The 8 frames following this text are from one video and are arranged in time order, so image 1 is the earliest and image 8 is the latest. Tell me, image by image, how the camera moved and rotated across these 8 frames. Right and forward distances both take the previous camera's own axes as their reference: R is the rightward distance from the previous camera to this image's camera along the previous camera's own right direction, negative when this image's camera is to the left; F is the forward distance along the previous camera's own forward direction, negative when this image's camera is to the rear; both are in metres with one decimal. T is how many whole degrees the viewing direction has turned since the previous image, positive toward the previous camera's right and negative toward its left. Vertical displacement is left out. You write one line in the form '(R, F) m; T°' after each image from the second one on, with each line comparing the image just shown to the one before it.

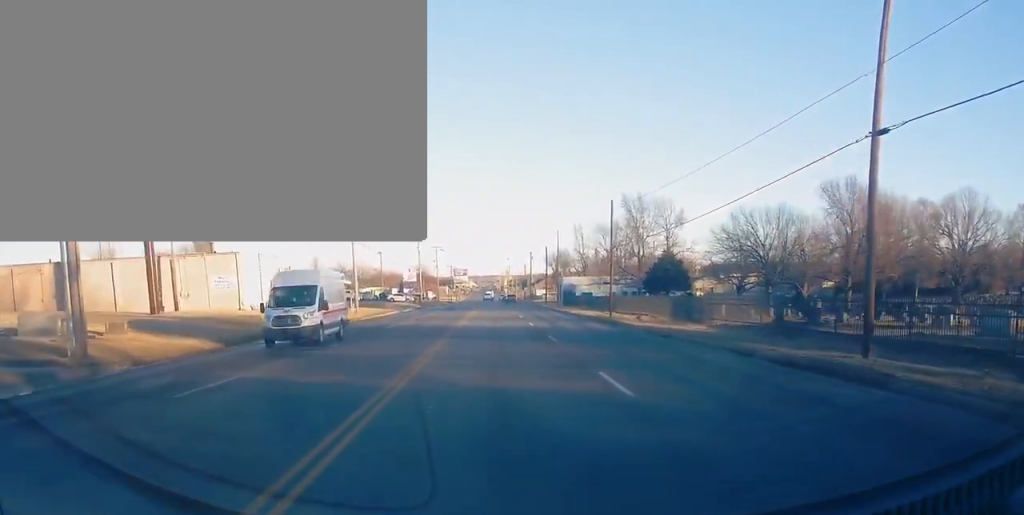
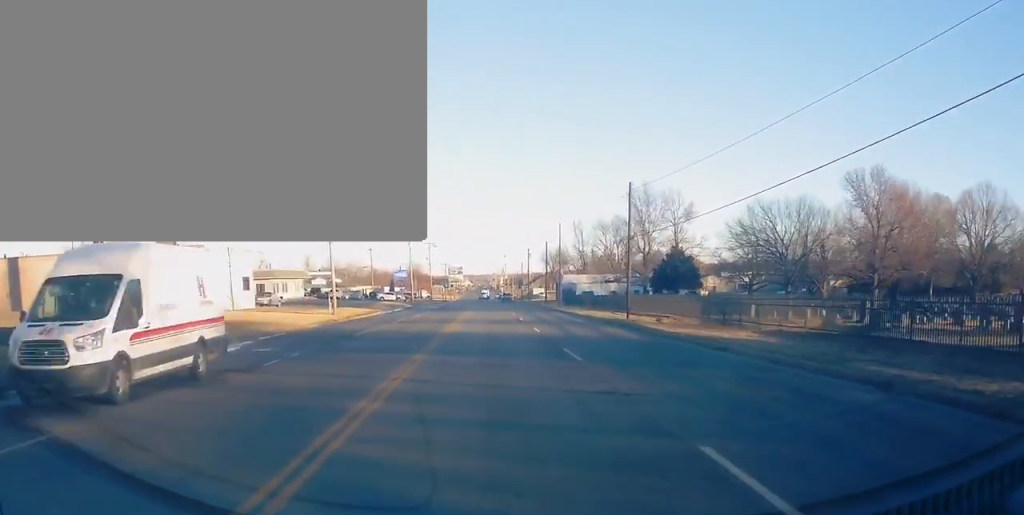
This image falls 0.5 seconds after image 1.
(0.0, +7.6) m; 0°
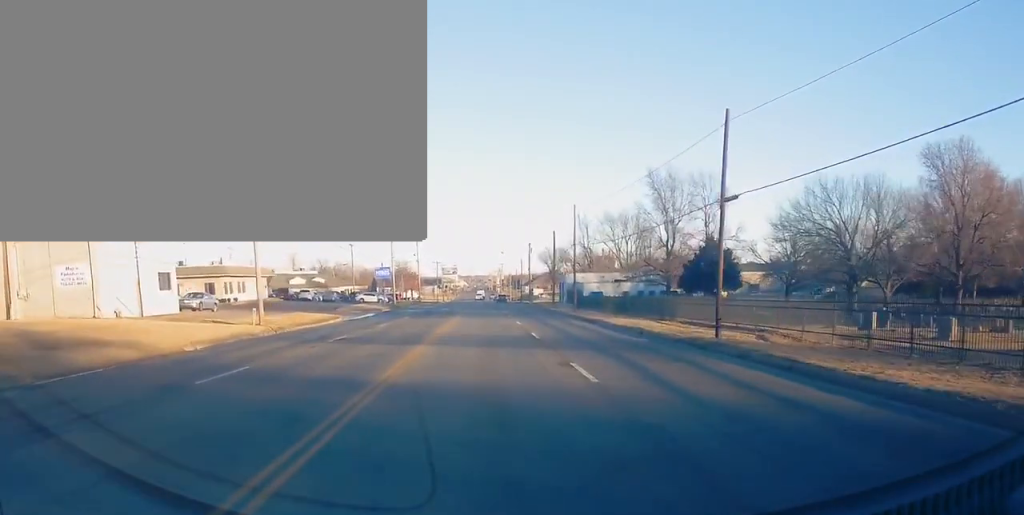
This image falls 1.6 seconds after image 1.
(0.0, +17.6) m; 0°
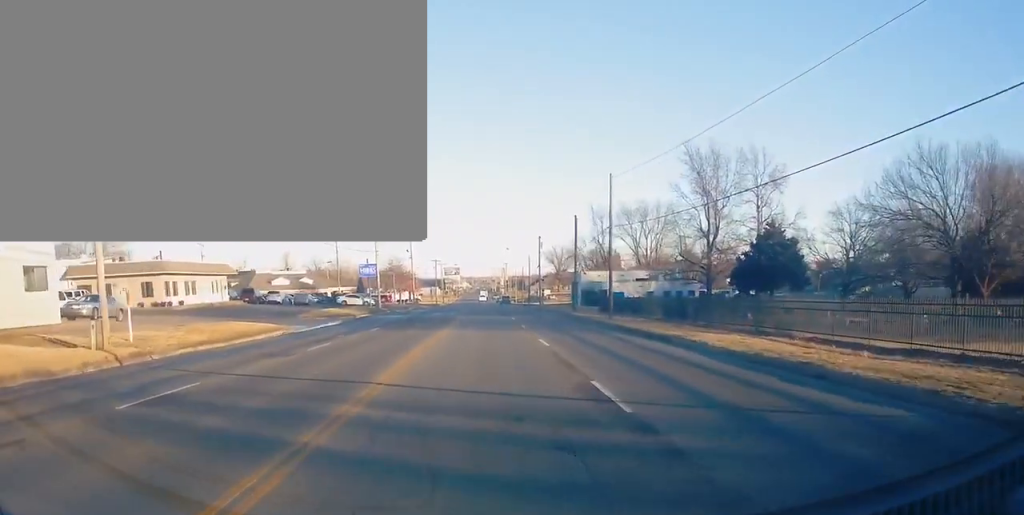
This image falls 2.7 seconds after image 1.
(0.0, +17.1) m; 0°
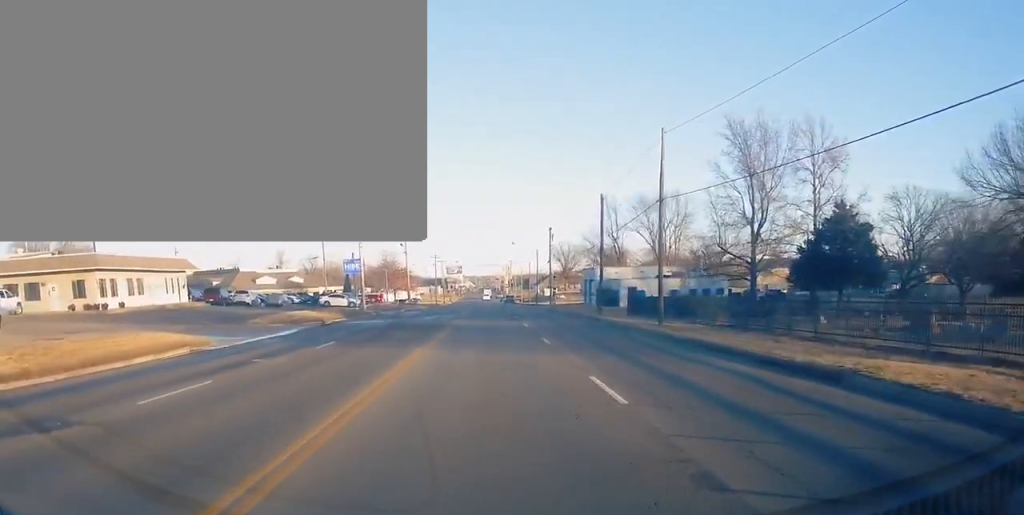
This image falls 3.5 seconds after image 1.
(0.0, +13.0) m; 0°
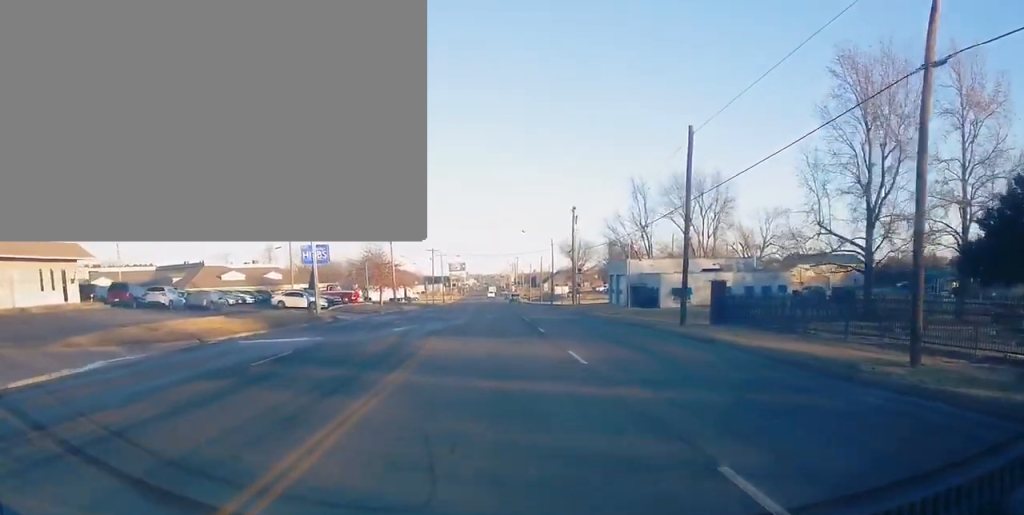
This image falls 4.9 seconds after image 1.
(0.0, +21.5) m; 0°
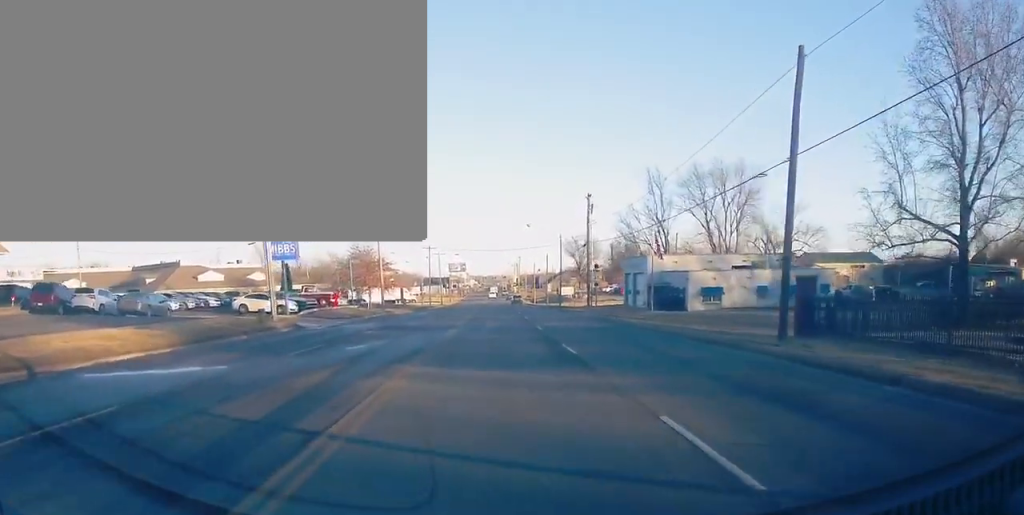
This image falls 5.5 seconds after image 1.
(0.0, +10.9) m; 0°
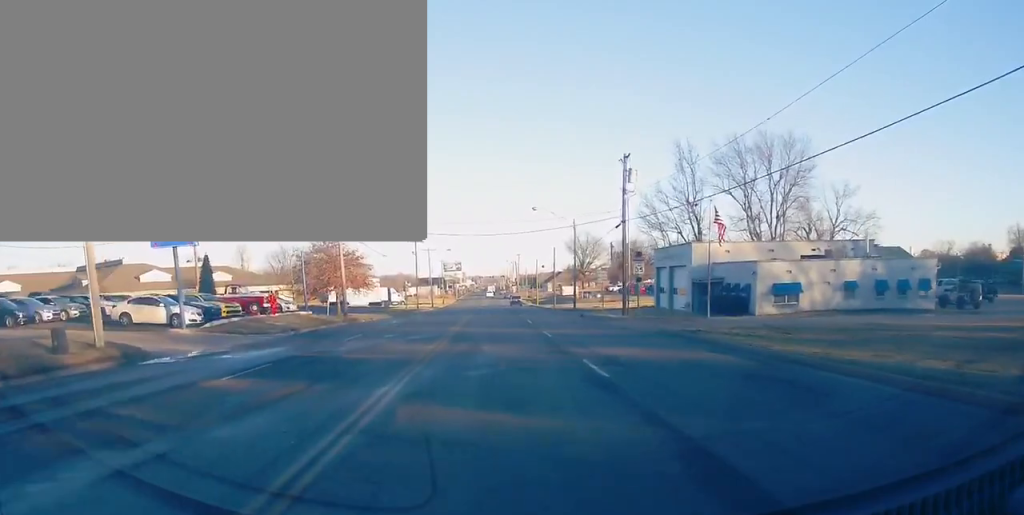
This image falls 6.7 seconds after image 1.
(0.0, +18.9) m; 0°
